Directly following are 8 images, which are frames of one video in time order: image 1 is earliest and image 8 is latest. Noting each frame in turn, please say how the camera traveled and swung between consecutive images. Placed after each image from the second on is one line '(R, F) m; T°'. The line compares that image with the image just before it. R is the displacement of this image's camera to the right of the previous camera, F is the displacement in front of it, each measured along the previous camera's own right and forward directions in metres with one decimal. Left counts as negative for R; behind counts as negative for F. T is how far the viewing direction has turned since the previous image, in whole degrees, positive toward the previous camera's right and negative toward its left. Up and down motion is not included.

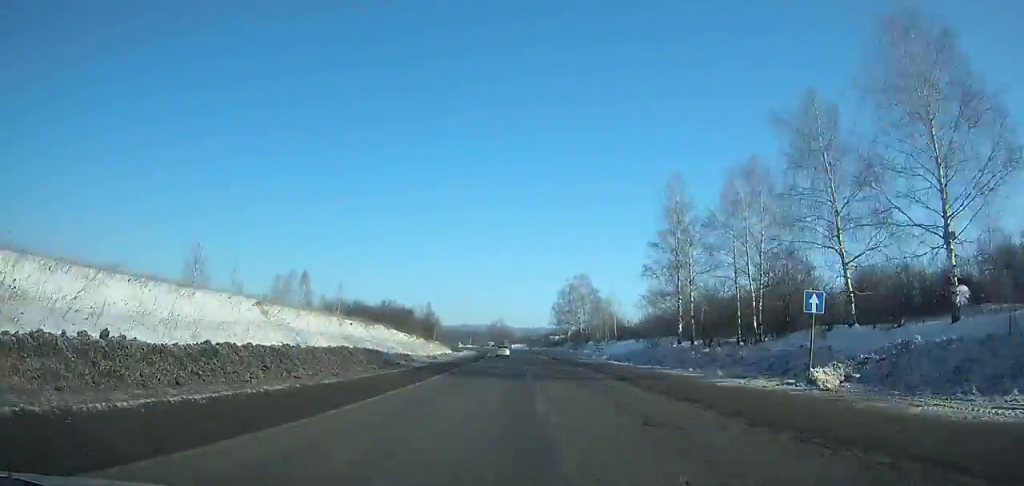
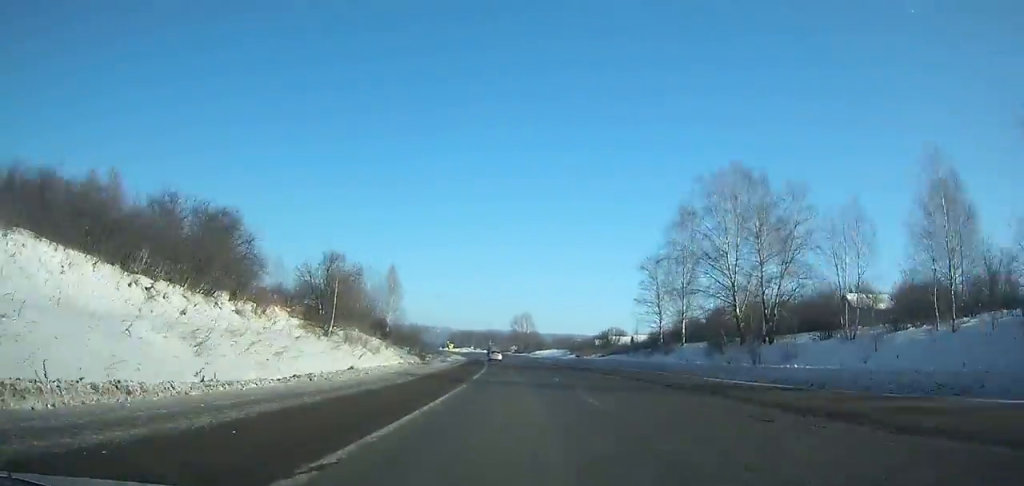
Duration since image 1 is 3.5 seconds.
(-1.6, +81.6) m; -3°
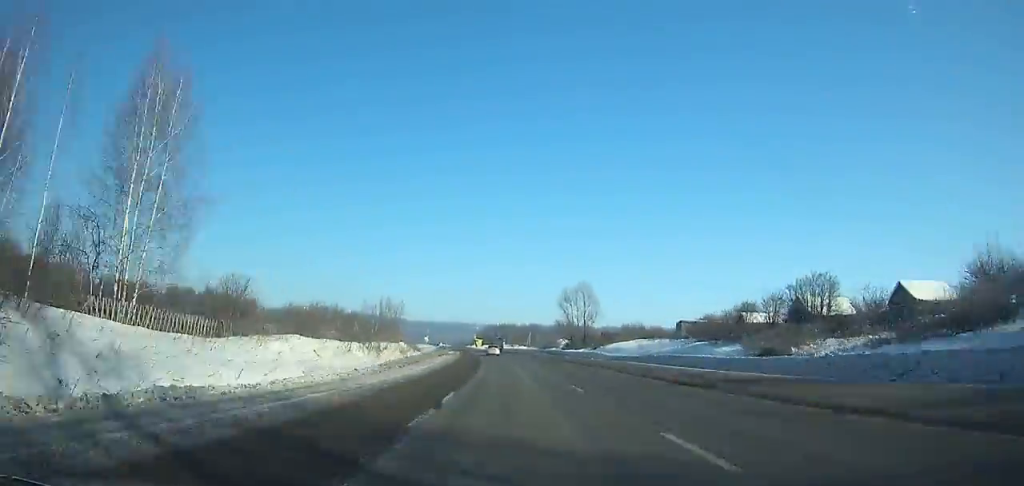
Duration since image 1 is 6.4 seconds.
(-2.1, +68.3) m; -4°
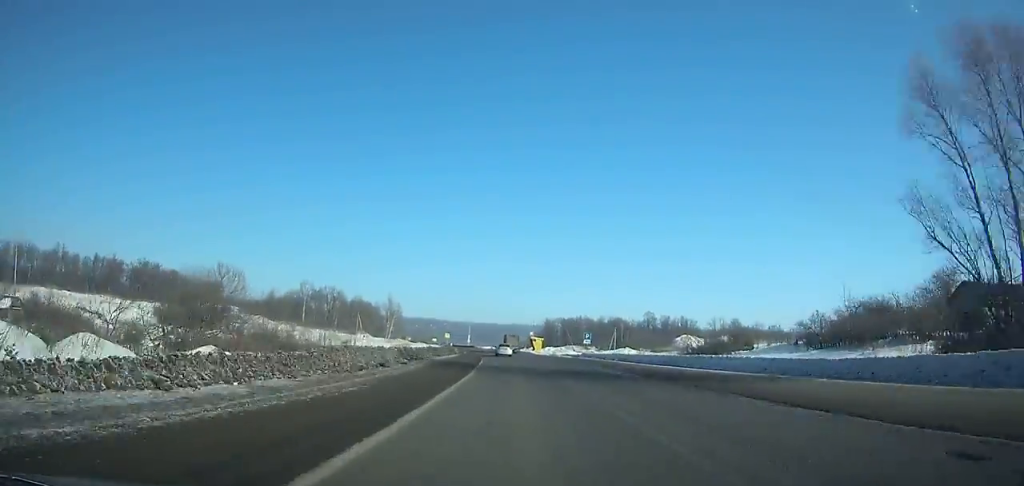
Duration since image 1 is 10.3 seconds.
(-4.2, +90.5) m; -6°
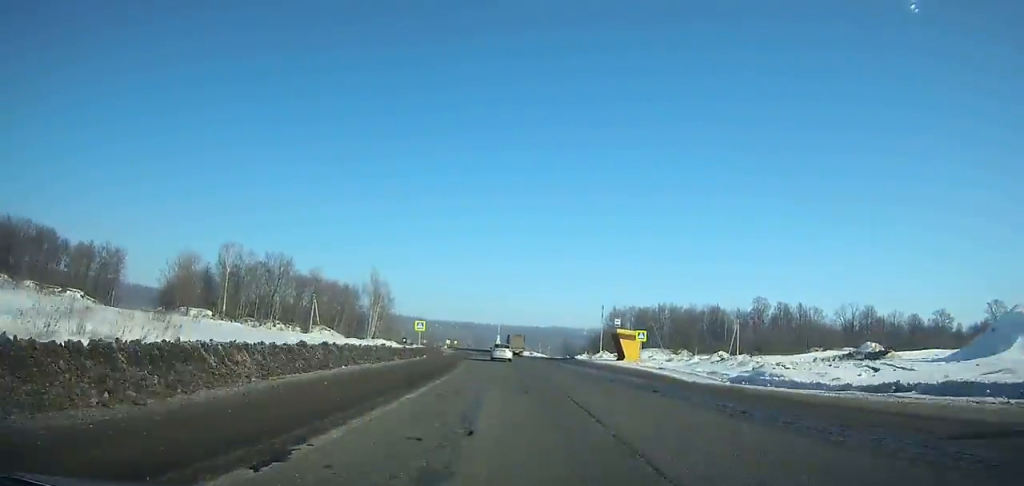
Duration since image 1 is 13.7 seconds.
(-2.8, +74.3) m; -4°
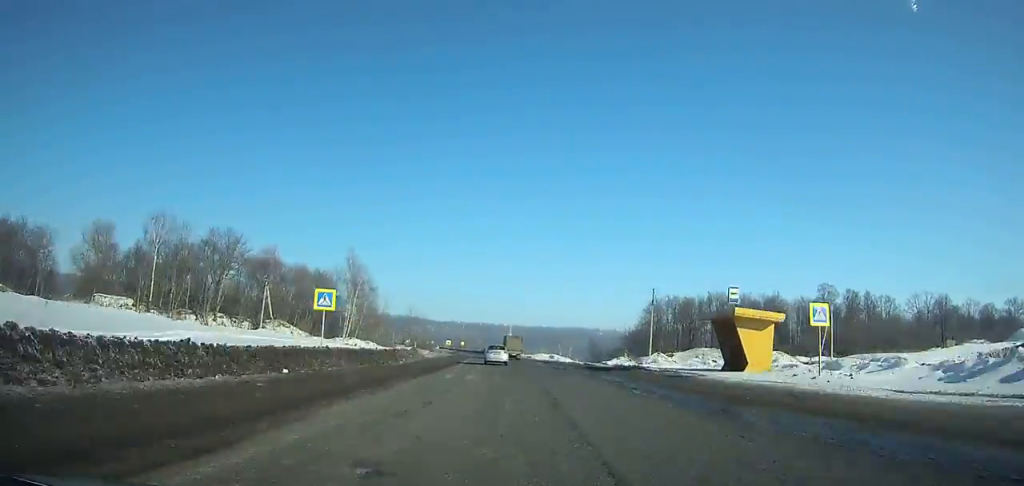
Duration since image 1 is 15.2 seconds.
(-0.6, +30.7) m; -2°
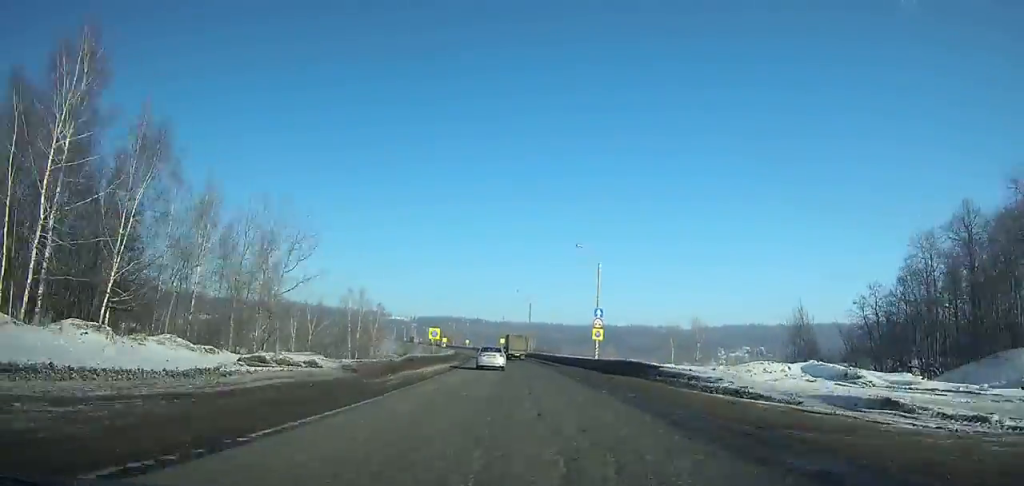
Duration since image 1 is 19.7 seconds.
(-4.2, +87.3) m; -6°
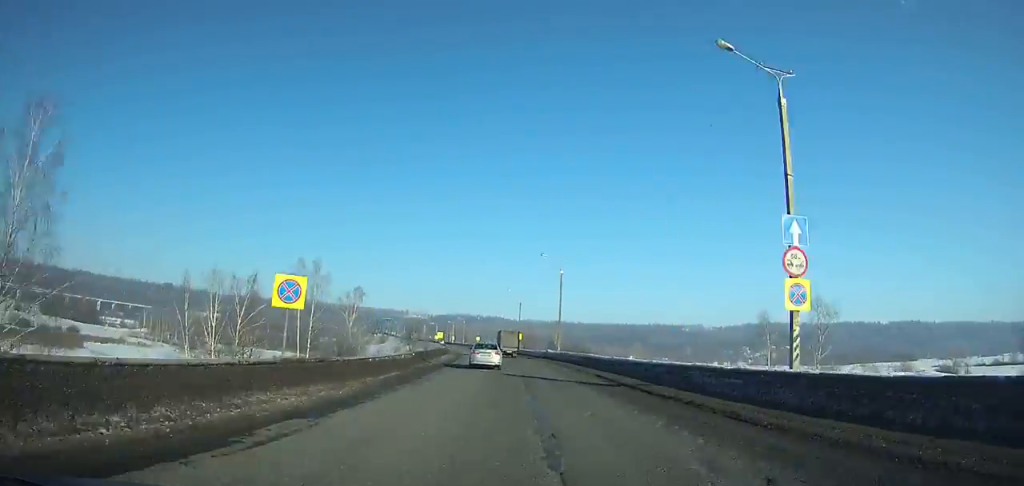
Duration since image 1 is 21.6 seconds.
(-0.9, +34.5) m; -3°
